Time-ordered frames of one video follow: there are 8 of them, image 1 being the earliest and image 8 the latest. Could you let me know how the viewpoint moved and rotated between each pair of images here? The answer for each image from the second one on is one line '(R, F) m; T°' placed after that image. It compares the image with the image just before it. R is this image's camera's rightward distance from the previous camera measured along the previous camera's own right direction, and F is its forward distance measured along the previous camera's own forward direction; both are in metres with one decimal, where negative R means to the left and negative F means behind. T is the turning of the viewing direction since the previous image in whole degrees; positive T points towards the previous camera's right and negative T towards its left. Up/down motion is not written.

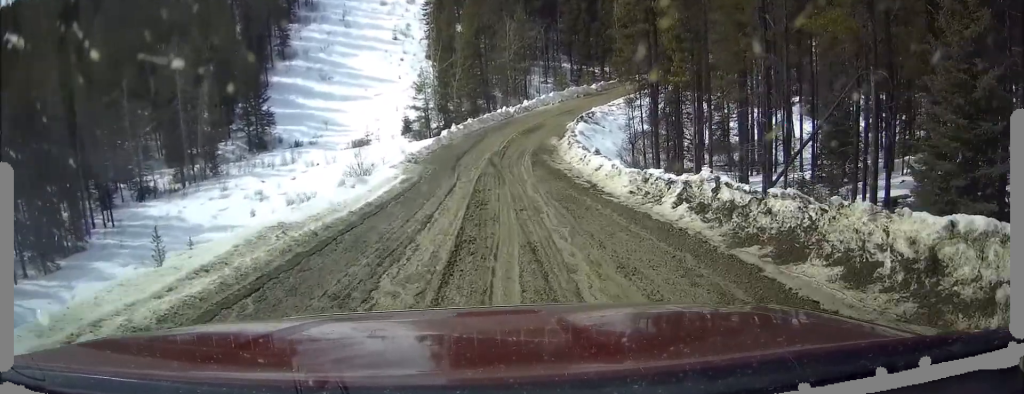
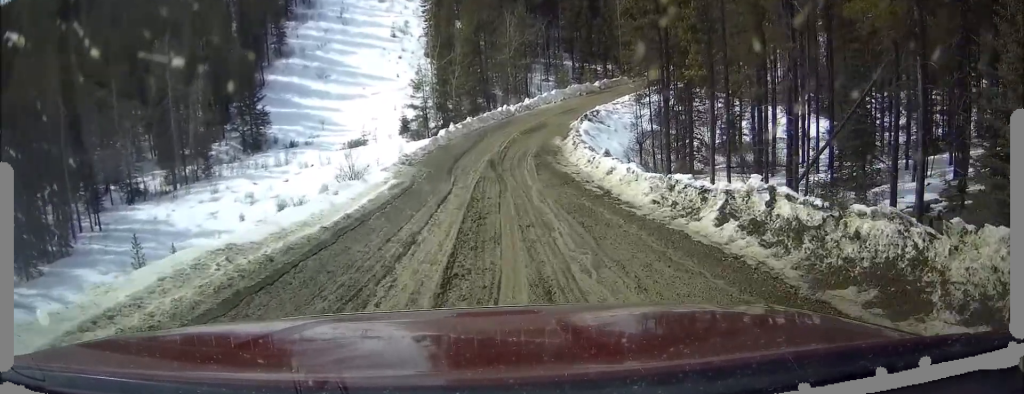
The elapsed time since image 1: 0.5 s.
(+0.1, +2.1) m; -1°
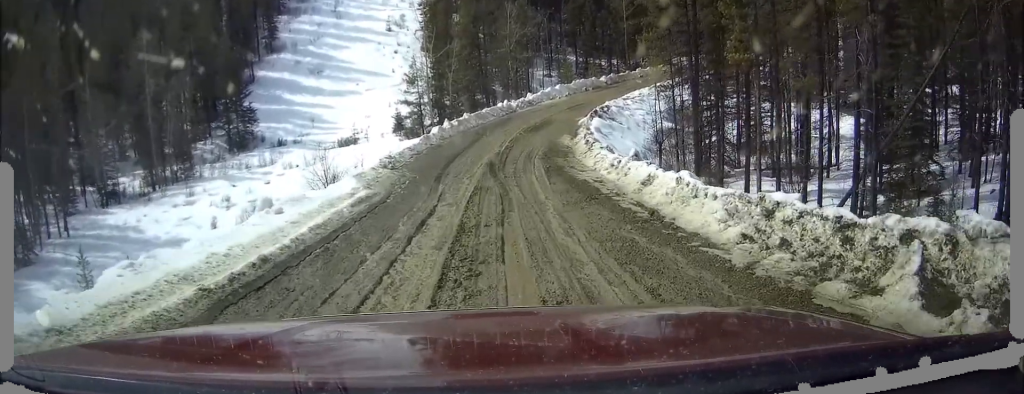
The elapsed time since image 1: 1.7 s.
(-0.1, +4.7) m; +1°
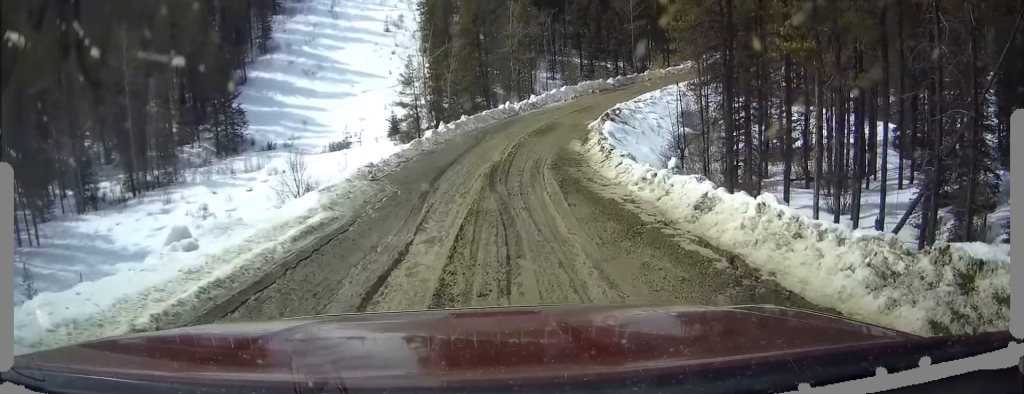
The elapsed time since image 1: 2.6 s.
(+0.2, +4.1) m; 0°
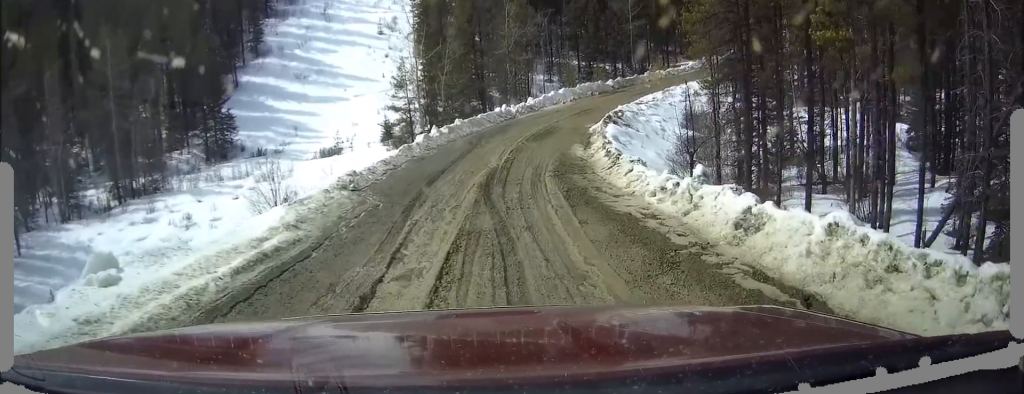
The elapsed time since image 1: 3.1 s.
(-0.1, +2.0) m; -1°
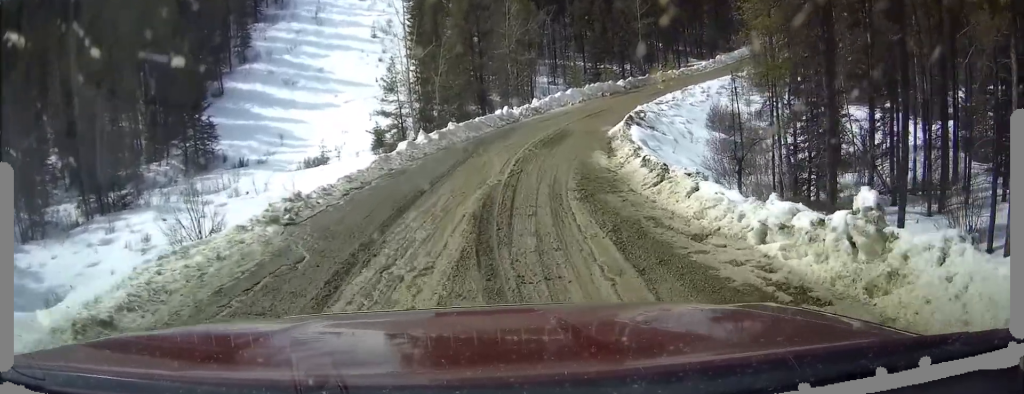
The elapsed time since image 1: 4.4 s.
(-0.1, +5.8) m; -1°
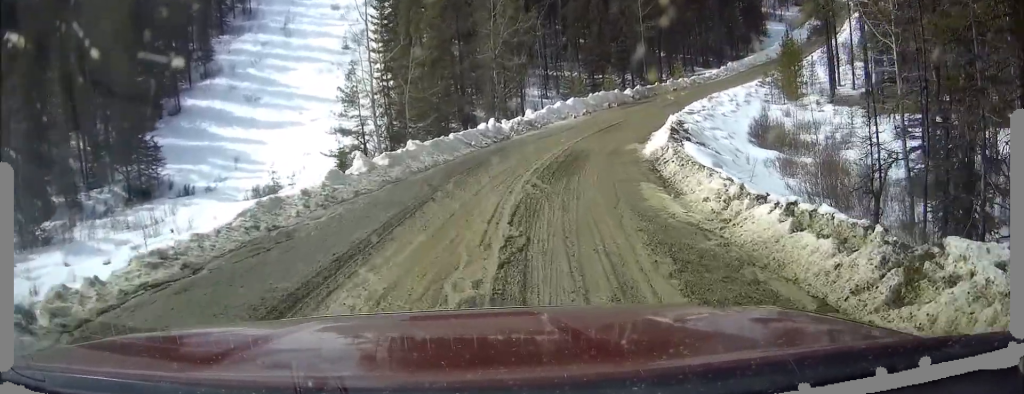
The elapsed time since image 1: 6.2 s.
(+0.1, +9.7) m; +3°
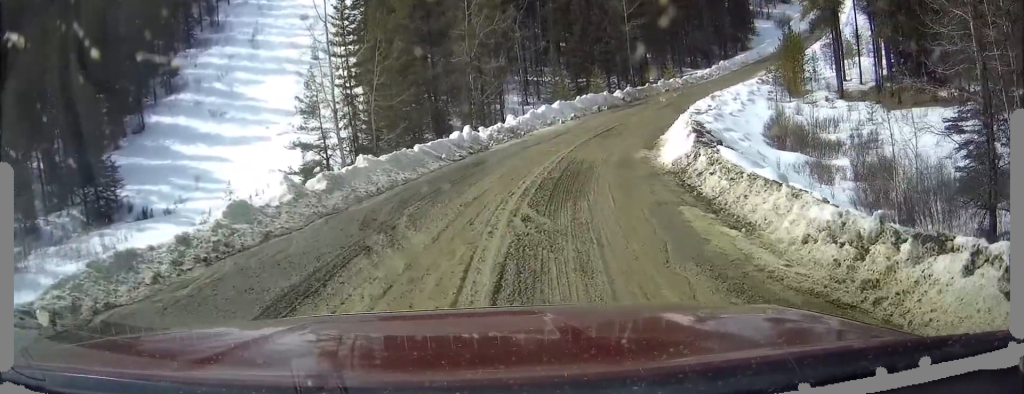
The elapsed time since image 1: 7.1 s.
(+0.1, +4.8) m; +2°
